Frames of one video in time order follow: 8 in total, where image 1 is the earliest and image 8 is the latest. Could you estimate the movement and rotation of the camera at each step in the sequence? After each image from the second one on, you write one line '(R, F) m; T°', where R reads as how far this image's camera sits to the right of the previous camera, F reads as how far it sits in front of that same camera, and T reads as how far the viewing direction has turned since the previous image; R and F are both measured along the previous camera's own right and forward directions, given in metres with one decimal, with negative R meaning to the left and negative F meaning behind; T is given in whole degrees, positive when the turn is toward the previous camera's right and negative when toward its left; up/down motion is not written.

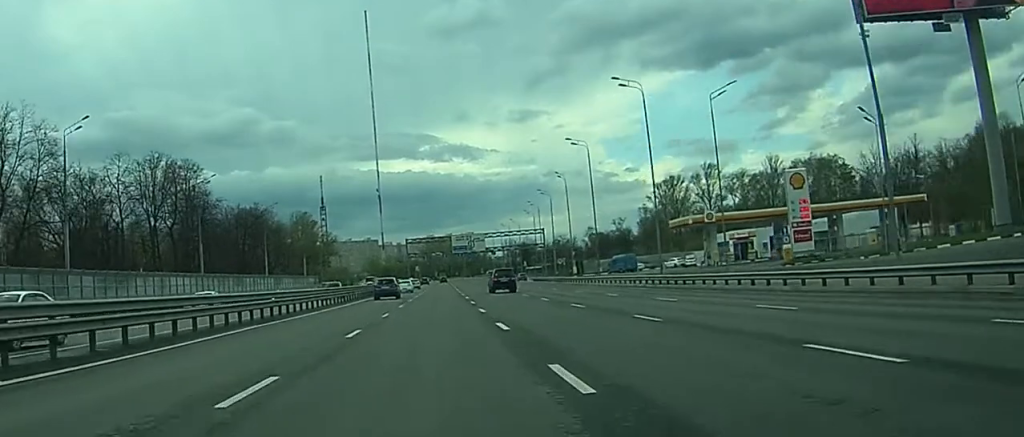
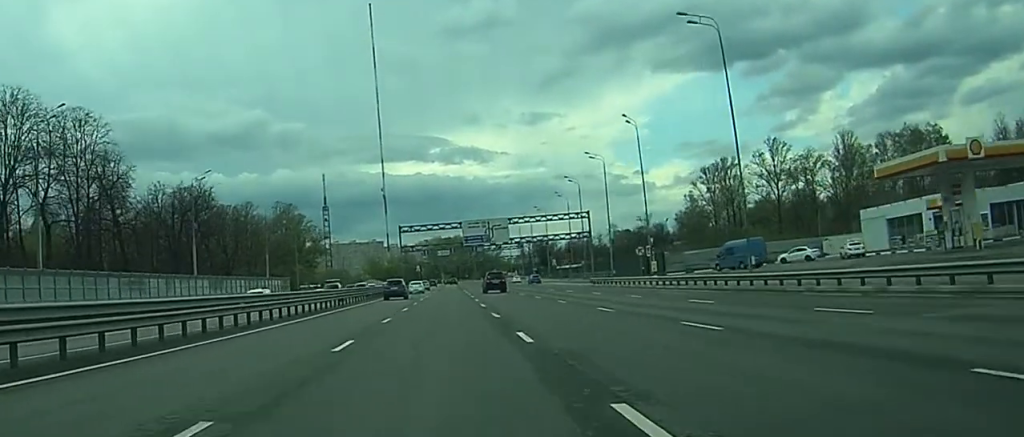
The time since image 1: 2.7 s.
(+0.4, +51.0) m; 0°
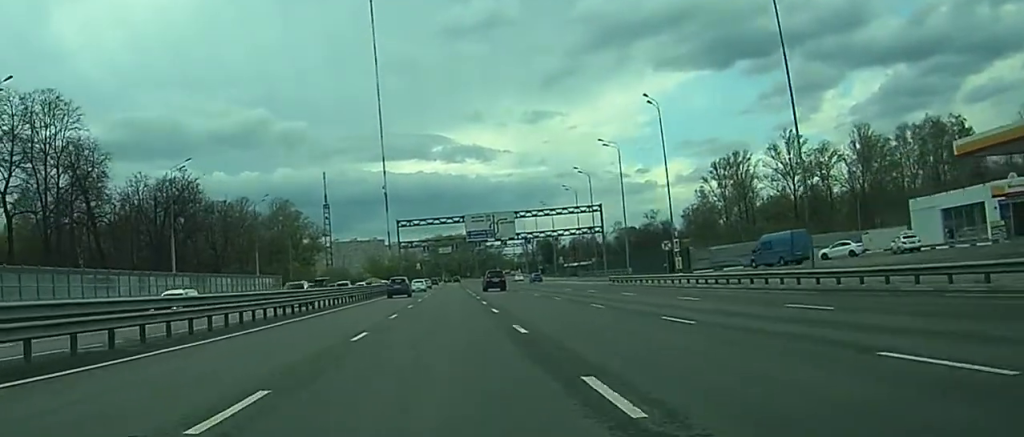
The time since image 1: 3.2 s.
(0.0, +8.8) m; 0°
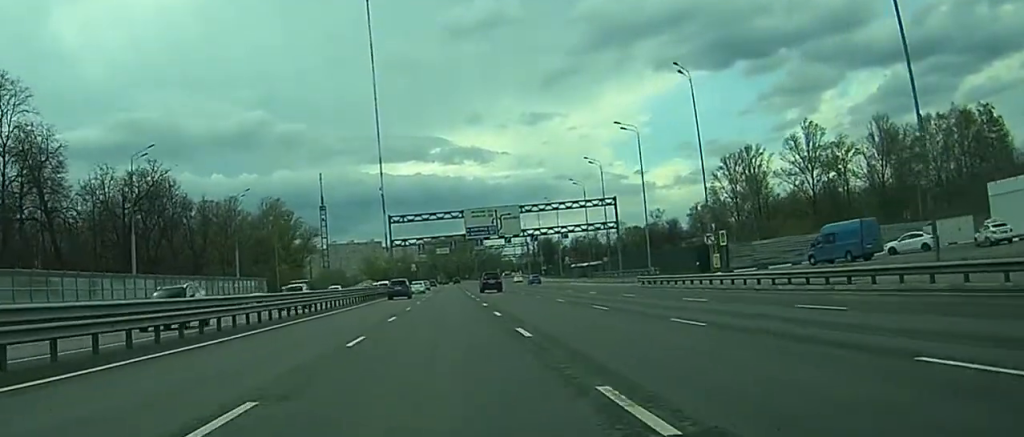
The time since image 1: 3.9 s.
(0.0, +11.8) m; 0°
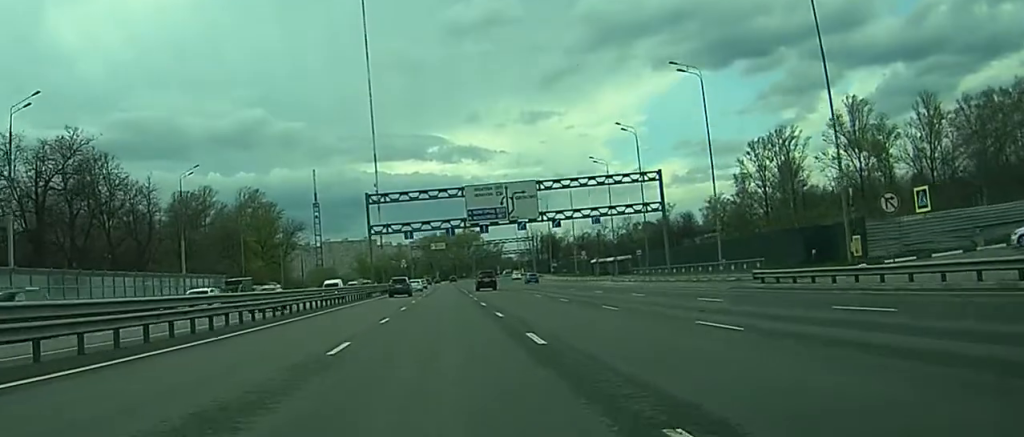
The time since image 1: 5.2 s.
(+0.1, +24.5) m; 0°
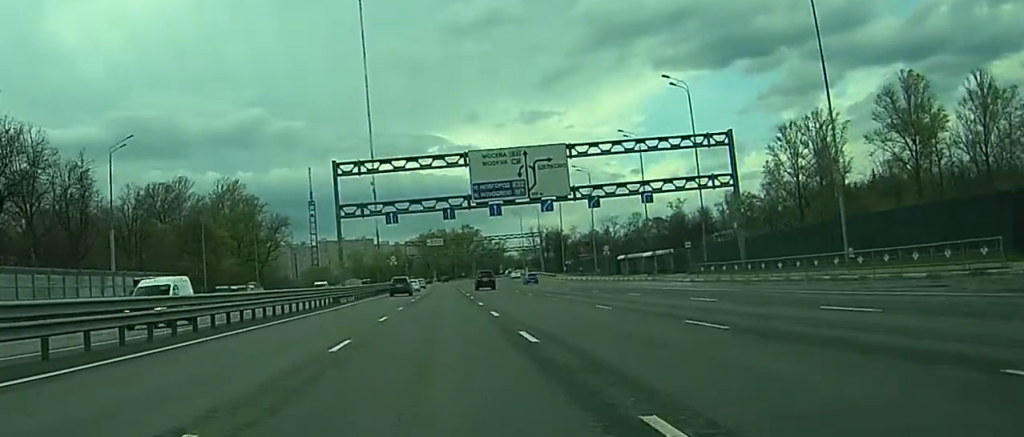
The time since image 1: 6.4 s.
(+0.1, +21.1) m; 0°
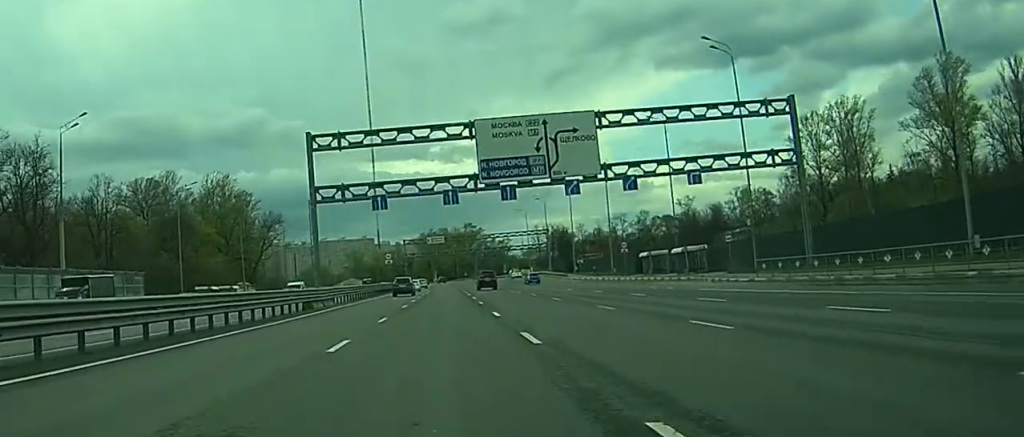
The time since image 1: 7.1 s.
(-0.1, +10.6) m; 0°
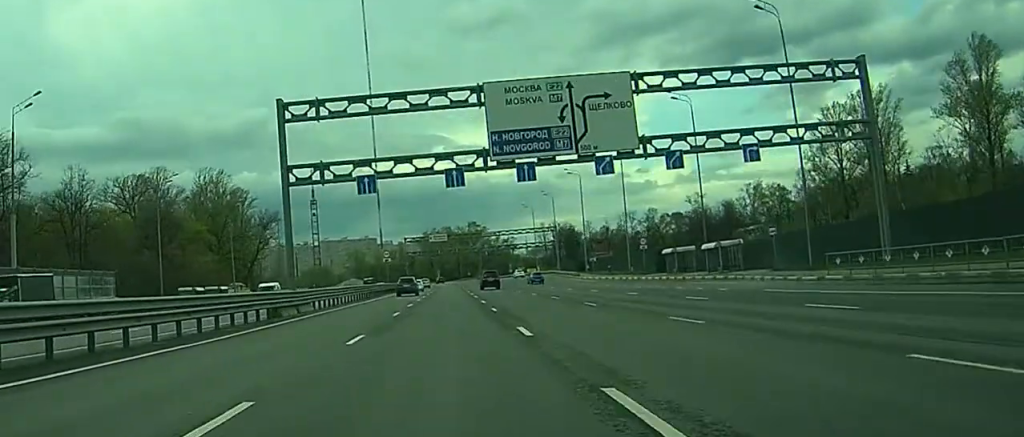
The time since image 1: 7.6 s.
(-0.1, +8.3) m; 0°
